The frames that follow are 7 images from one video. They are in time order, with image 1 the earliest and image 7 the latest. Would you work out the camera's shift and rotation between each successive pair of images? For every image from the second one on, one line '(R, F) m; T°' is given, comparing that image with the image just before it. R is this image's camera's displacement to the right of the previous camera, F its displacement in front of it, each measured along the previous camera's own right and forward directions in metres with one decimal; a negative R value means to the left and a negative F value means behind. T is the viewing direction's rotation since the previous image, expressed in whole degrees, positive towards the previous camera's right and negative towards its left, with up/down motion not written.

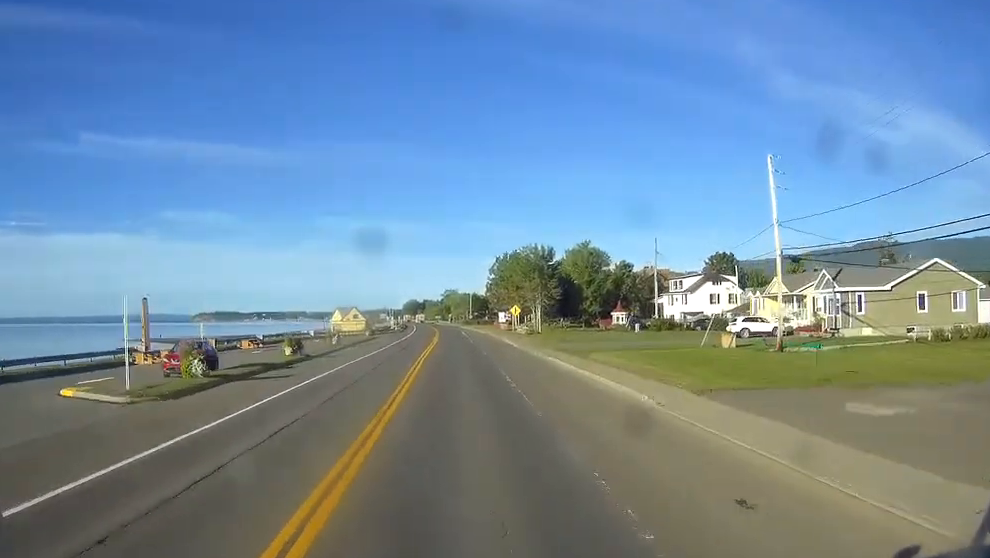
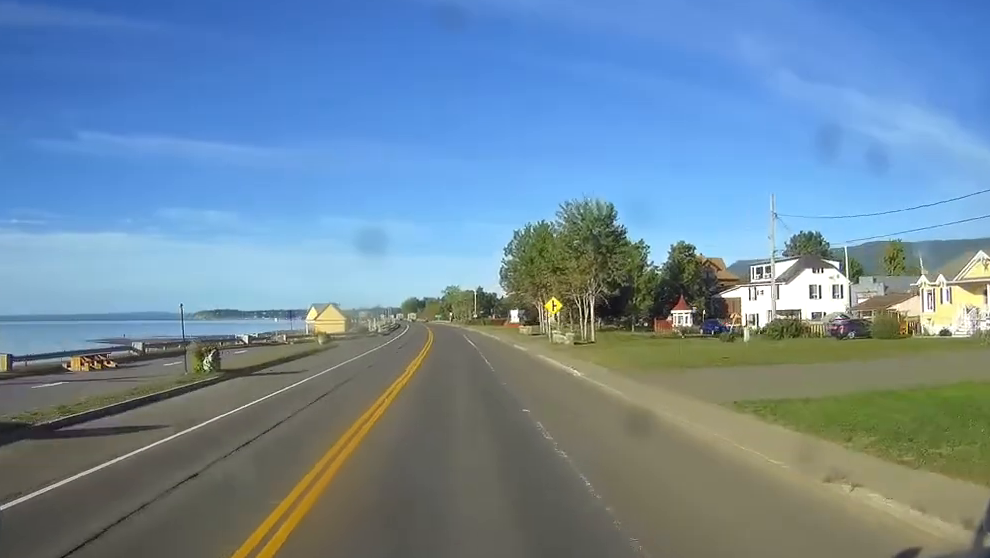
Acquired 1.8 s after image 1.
(+0.1, +36.8) m; 0°
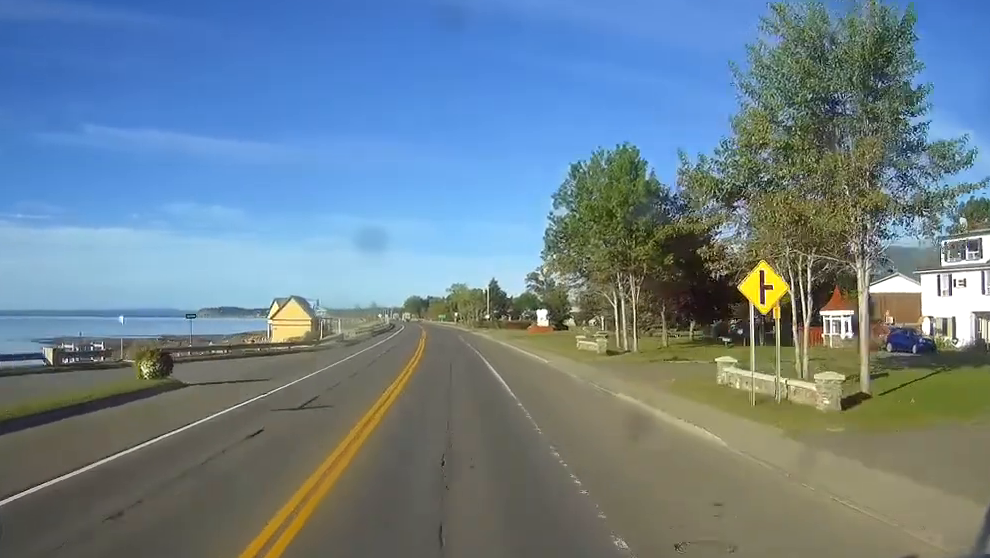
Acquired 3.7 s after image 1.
(-0.3, +40.2) m; 0°
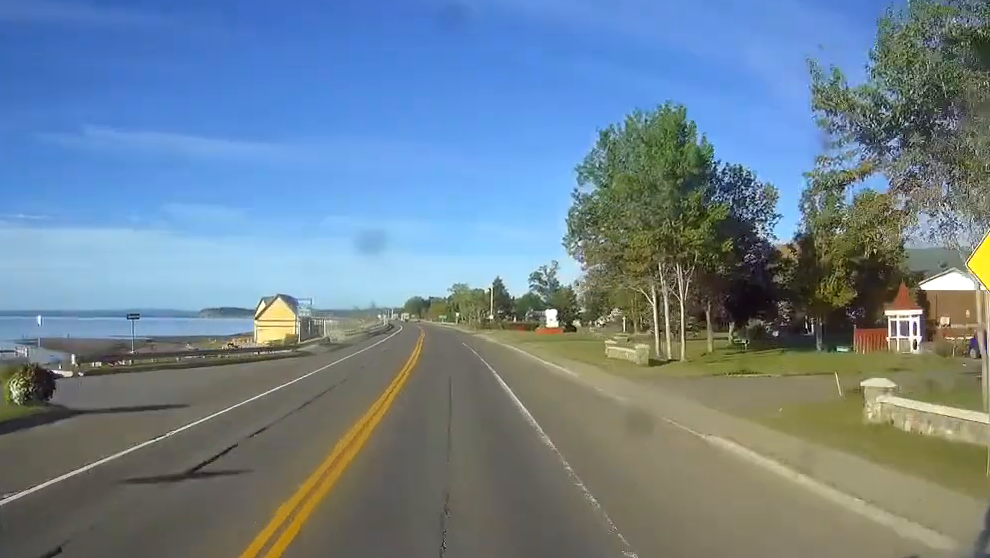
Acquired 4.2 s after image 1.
(0.0, +9.5) m; 0°
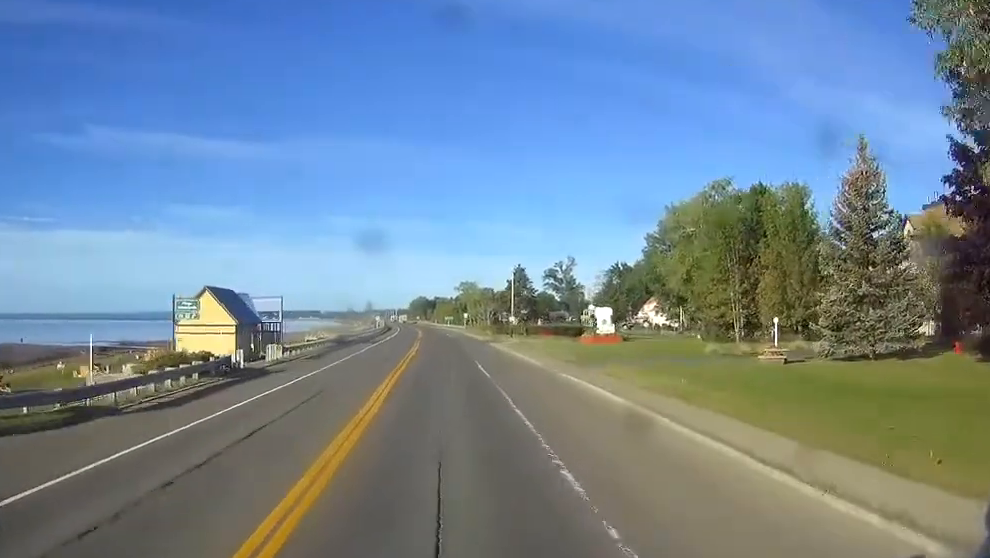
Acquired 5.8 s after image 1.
(-0.1, +32.4) m; -1°
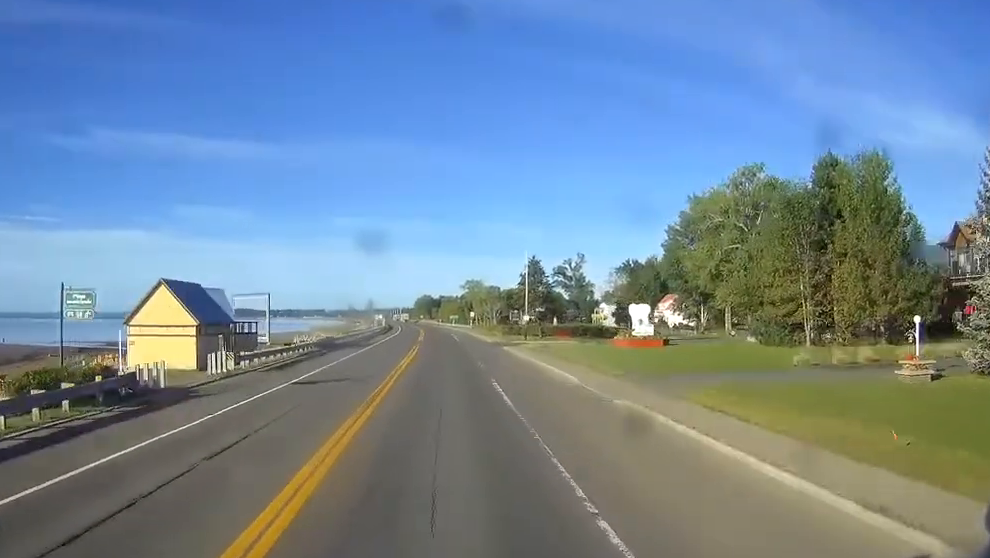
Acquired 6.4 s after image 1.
(-0.1, +12.1) m; 0°
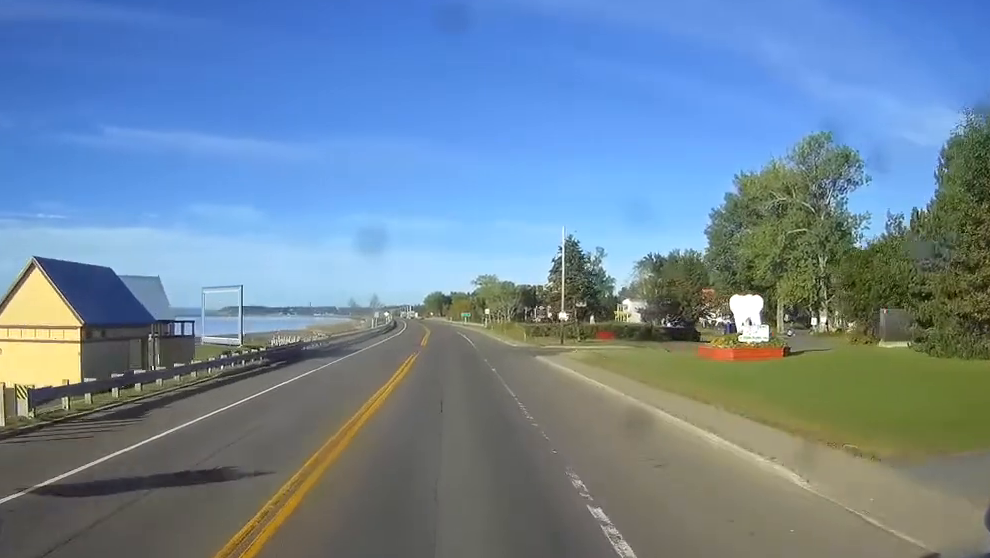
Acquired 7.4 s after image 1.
(0.0, +20.2) m; 0°
